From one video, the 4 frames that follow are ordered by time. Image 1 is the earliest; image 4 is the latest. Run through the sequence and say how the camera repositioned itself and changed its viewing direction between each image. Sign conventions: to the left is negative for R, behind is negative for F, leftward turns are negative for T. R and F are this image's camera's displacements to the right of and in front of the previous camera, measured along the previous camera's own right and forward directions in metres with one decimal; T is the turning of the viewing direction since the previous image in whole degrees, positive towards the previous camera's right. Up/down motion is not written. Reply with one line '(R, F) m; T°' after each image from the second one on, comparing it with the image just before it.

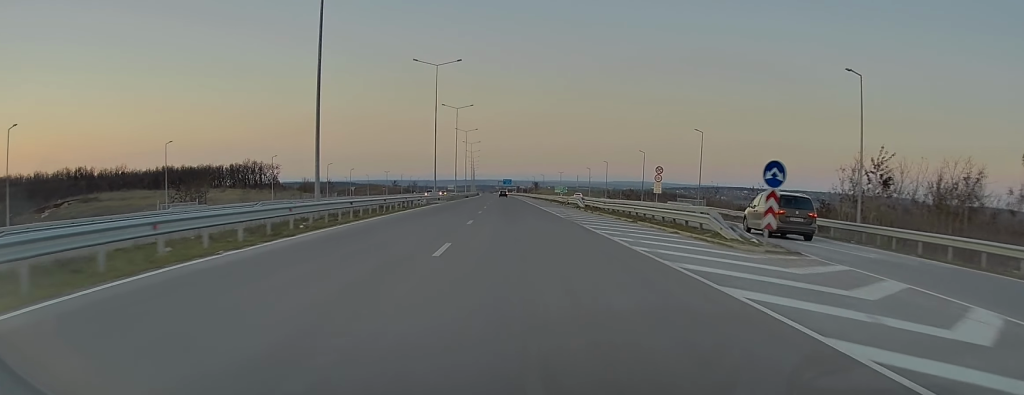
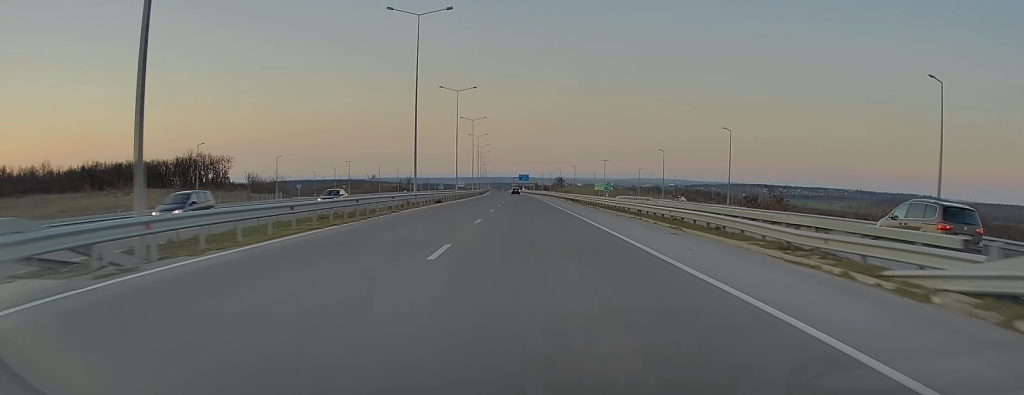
(-1.9, +60.4) m; -2°
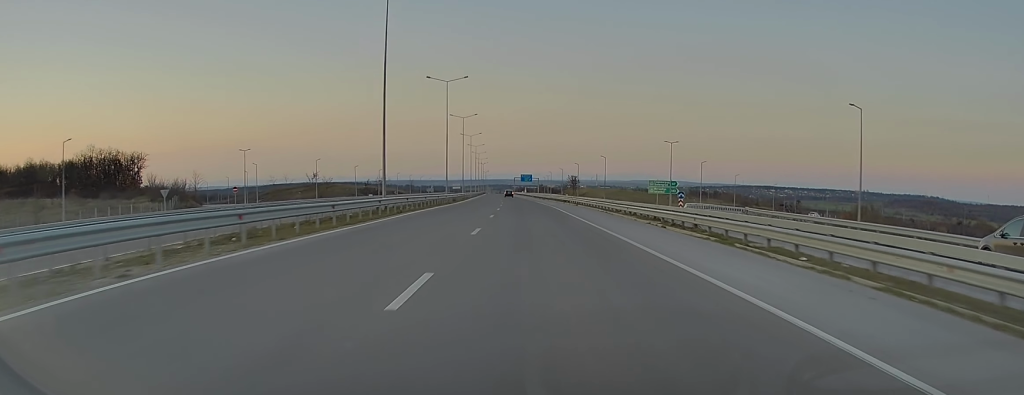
(-0.6, +52.1) m; -1°
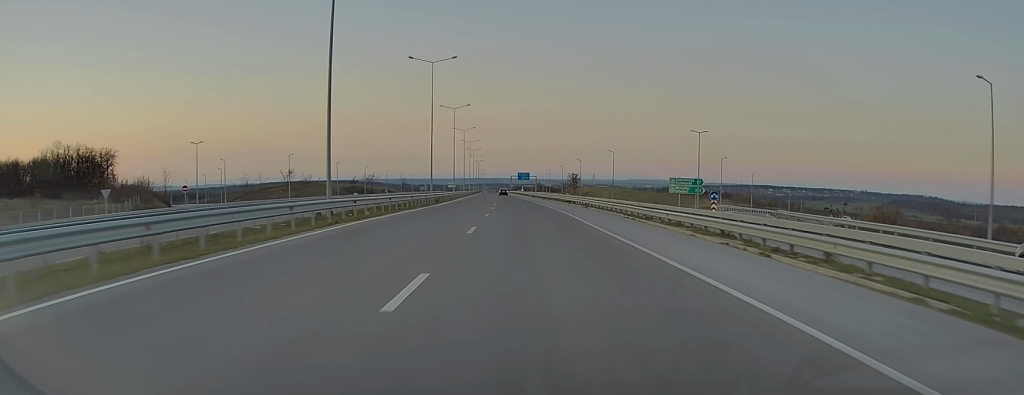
(0.0, +11.9) m; 0°
